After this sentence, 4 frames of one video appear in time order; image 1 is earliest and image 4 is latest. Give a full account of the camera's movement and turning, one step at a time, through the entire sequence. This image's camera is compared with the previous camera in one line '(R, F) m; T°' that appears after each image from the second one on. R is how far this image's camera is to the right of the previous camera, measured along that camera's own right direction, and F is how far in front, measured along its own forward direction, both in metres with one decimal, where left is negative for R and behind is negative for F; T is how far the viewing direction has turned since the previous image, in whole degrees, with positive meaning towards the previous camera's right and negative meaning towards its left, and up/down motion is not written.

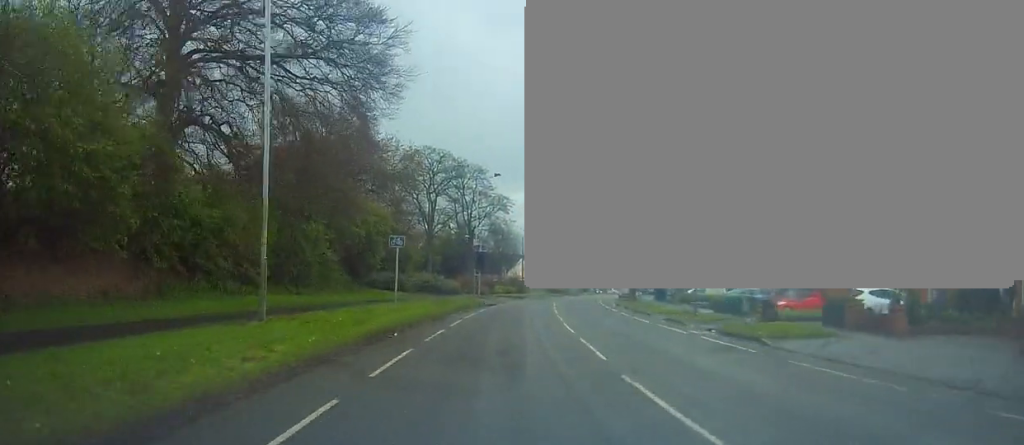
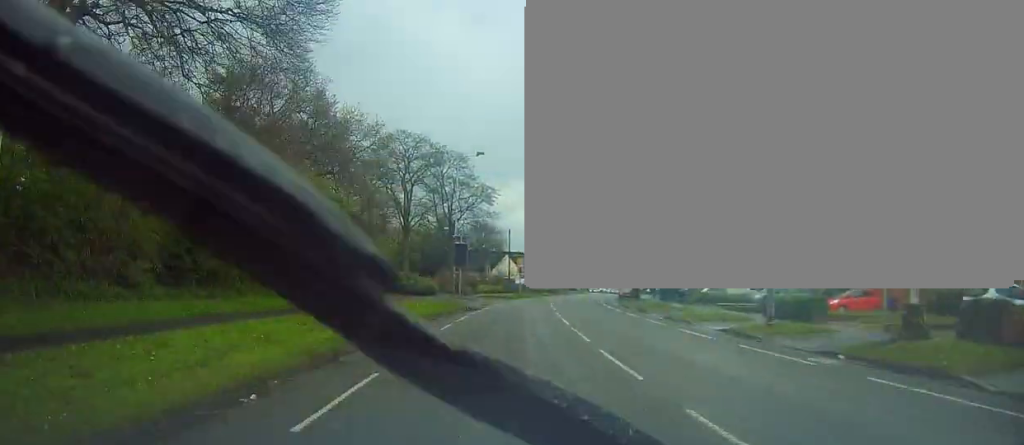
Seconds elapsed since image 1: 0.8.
(-0.1, +9.0) m; 0°
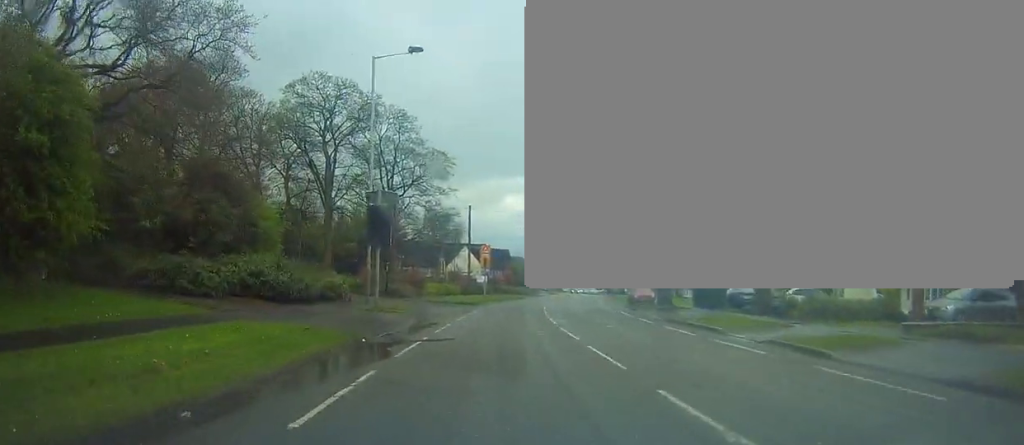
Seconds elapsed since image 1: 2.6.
(+0.9, +22.0) m; +5°
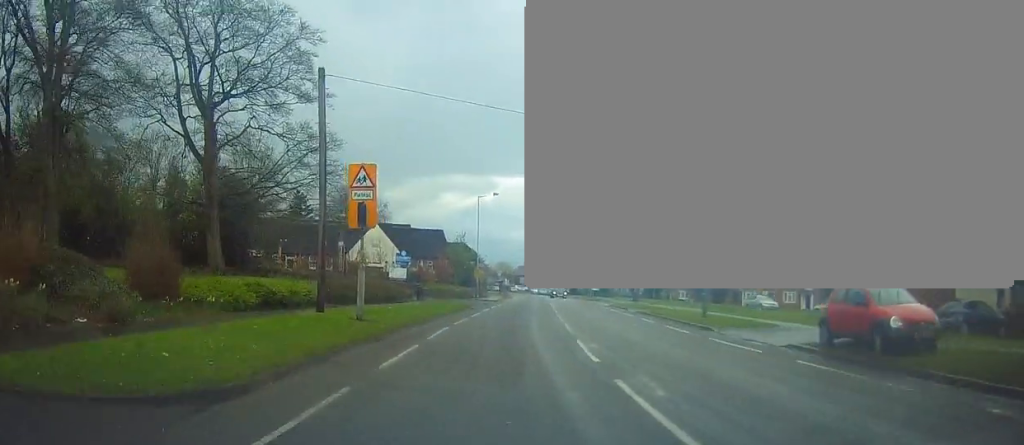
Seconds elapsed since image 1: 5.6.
(+1.3, +34.6) m; +6°
